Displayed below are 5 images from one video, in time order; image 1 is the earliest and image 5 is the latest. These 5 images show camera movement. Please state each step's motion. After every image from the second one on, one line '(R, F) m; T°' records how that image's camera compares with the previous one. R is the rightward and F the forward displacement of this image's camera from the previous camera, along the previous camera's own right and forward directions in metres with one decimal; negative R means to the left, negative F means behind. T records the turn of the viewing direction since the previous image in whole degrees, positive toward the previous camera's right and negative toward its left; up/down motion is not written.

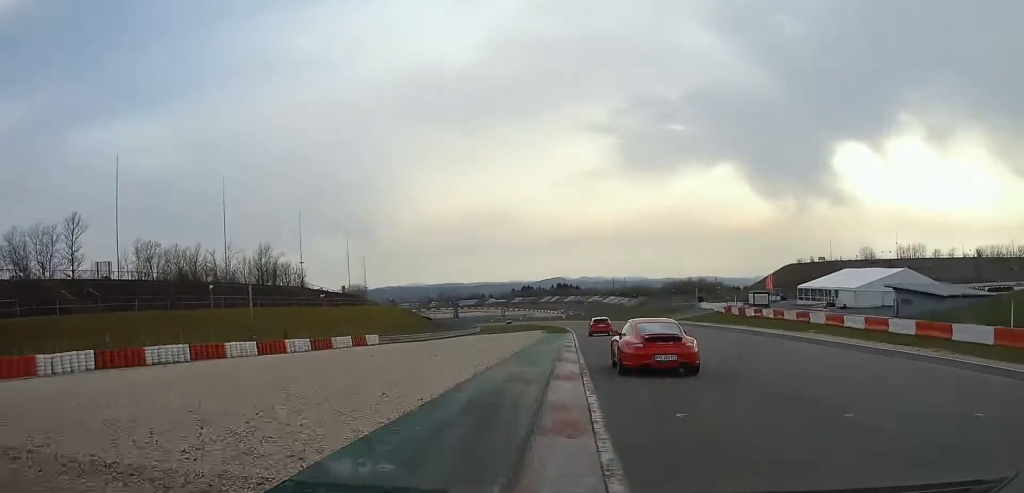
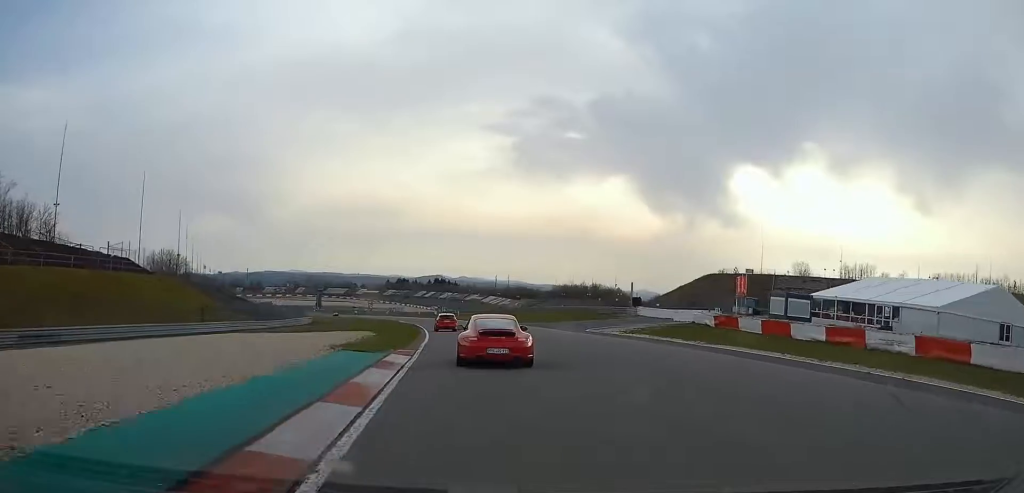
(+5.8, +47.4) m; +8°
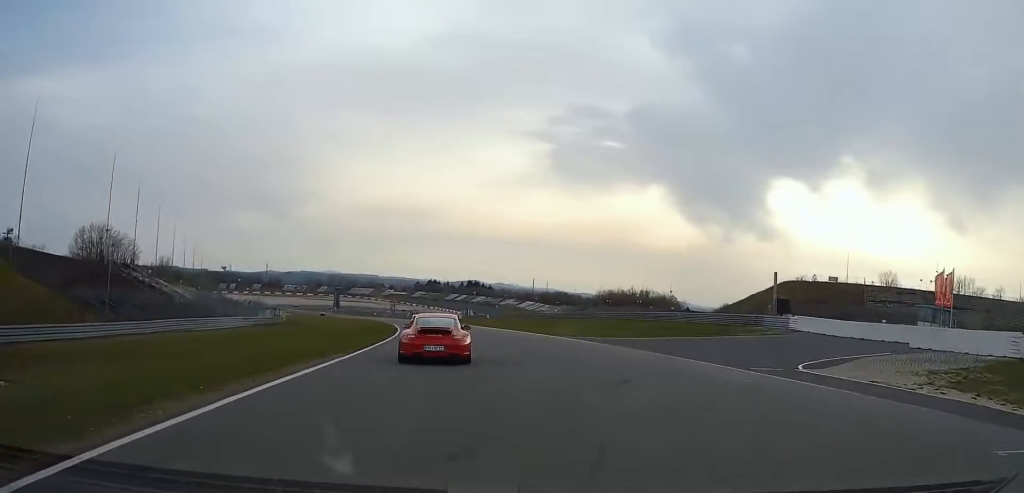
(-0.2, +41.1) m; -2°
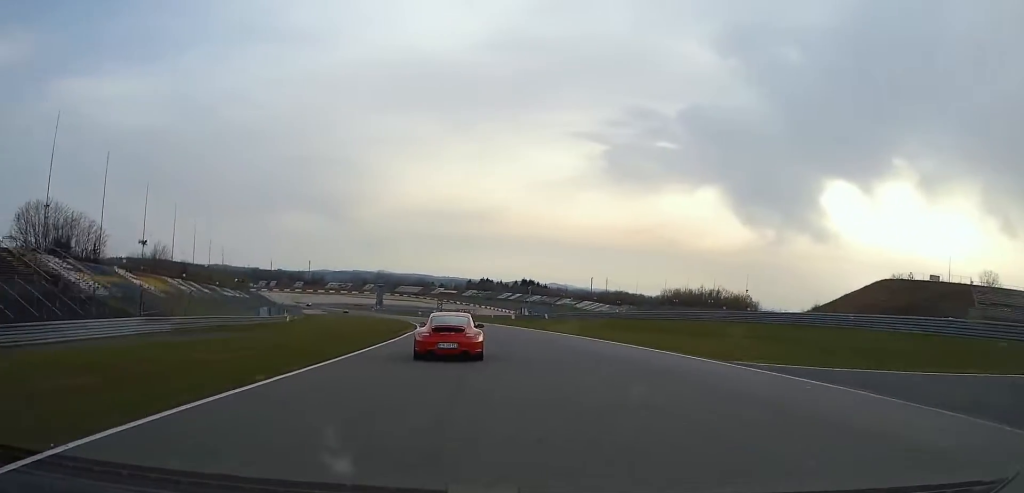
(-0.9, +27.9) m; -3°
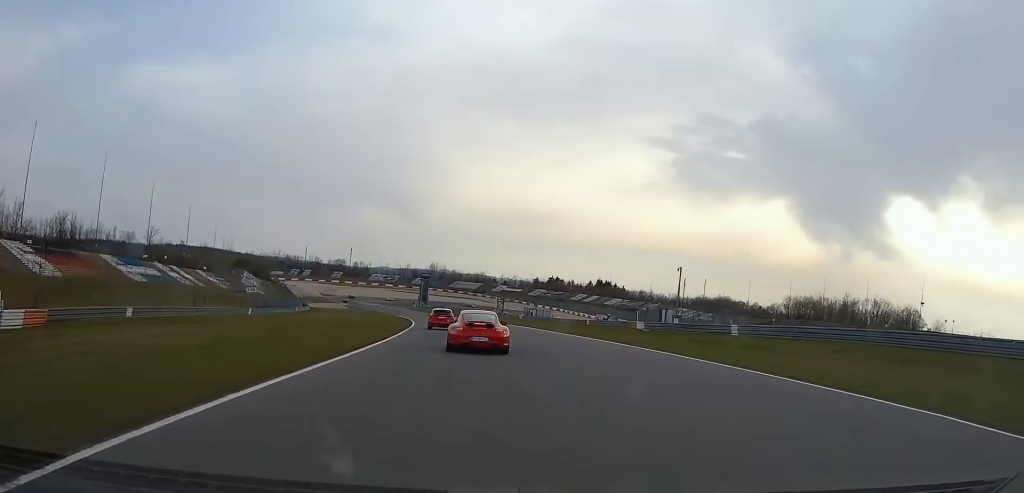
(-6.0, +71.3) m; -9°
